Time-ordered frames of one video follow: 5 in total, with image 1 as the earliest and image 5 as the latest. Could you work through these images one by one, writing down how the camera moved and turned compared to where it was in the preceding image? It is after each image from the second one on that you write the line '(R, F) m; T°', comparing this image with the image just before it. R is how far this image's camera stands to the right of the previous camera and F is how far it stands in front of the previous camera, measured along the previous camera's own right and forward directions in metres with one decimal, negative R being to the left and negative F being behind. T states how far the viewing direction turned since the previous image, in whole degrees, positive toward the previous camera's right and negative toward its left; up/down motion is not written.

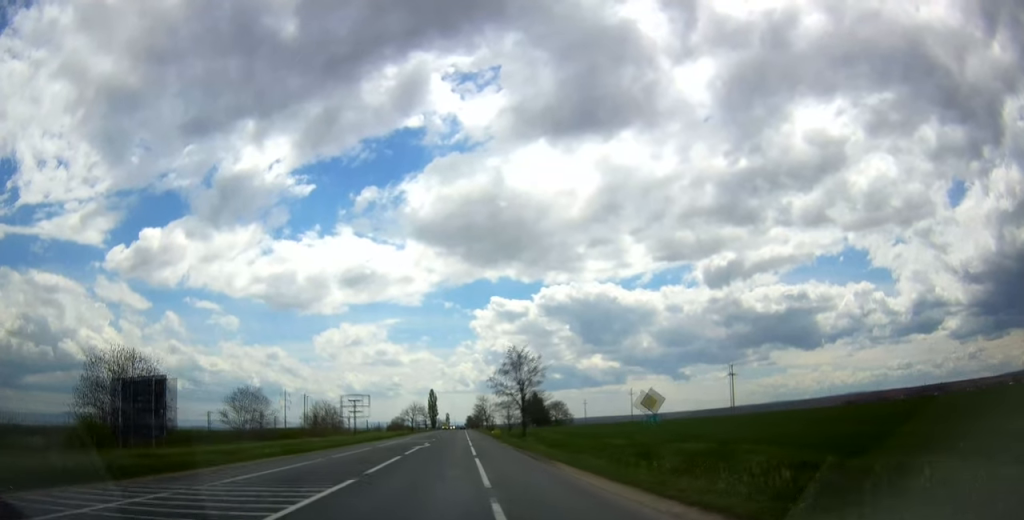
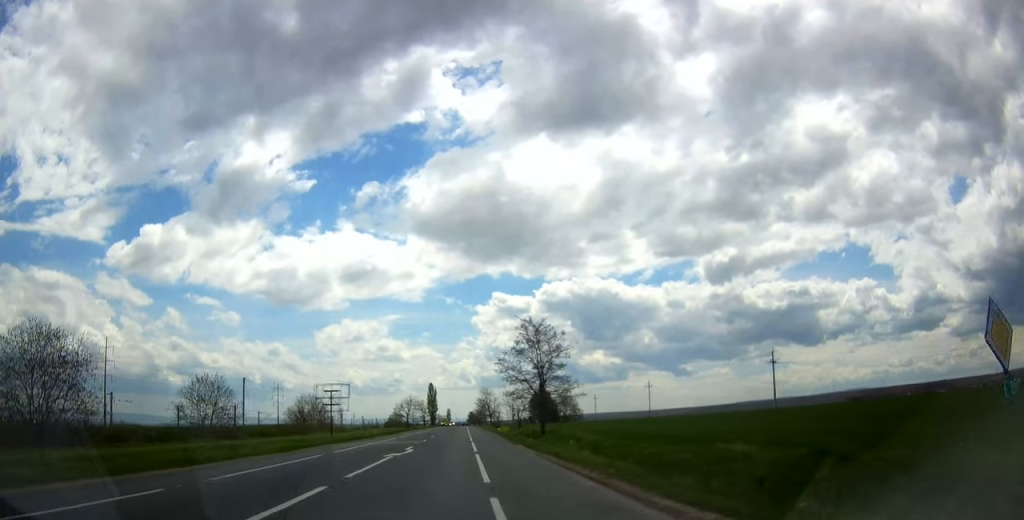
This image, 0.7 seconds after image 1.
(+0.1, +15.2) m; 0°
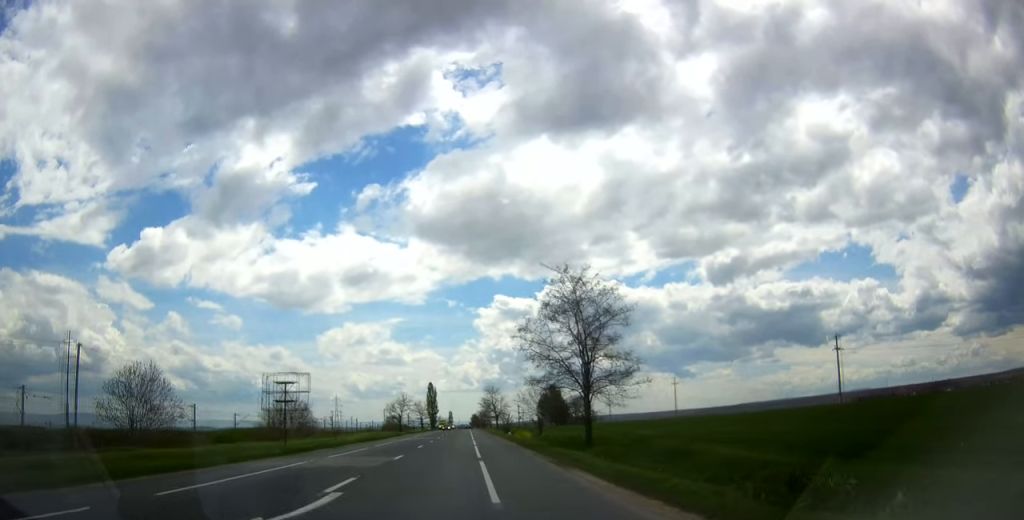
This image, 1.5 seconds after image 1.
(-0.1, +17.9) m; -1°
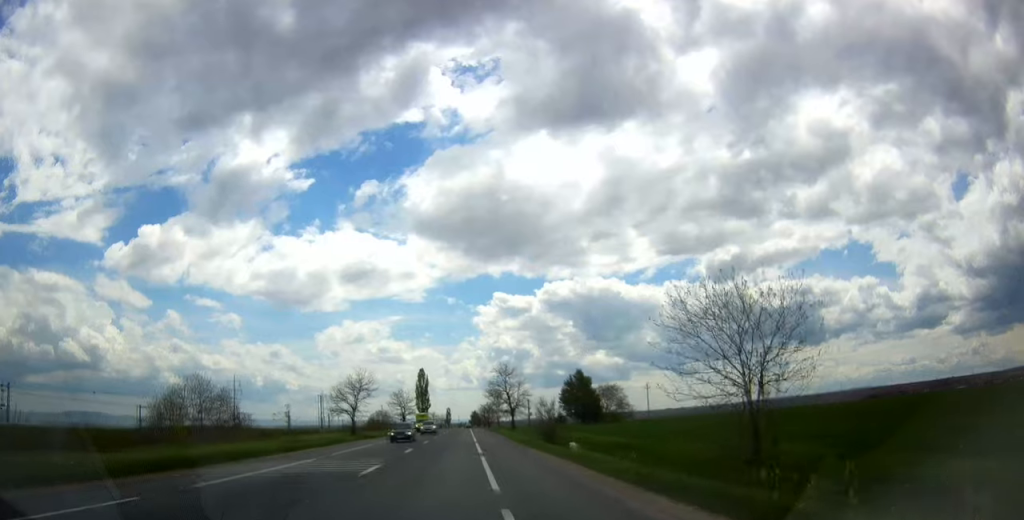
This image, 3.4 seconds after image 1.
(-0.4, +42.5) m; 0°
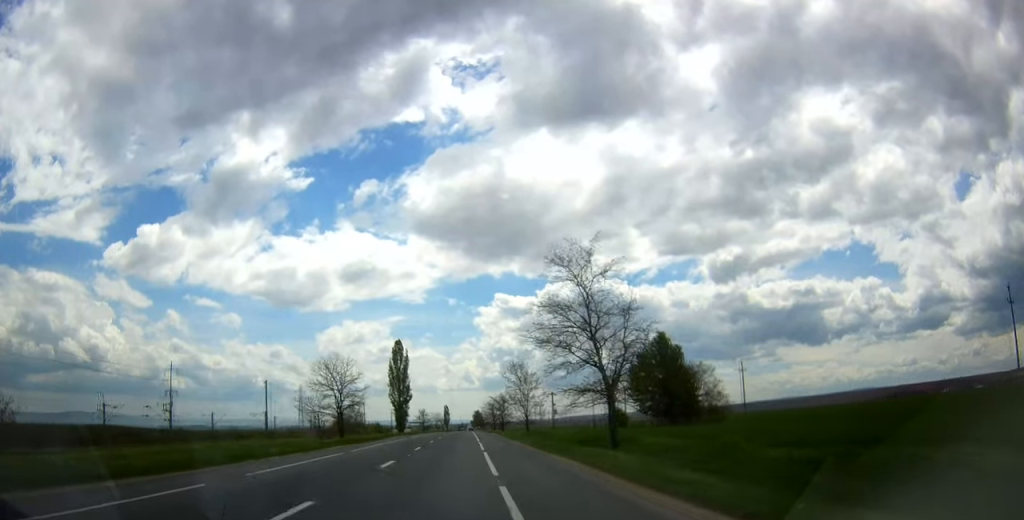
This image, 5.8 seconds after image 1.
(+0.1, +55.5) m; 0°
